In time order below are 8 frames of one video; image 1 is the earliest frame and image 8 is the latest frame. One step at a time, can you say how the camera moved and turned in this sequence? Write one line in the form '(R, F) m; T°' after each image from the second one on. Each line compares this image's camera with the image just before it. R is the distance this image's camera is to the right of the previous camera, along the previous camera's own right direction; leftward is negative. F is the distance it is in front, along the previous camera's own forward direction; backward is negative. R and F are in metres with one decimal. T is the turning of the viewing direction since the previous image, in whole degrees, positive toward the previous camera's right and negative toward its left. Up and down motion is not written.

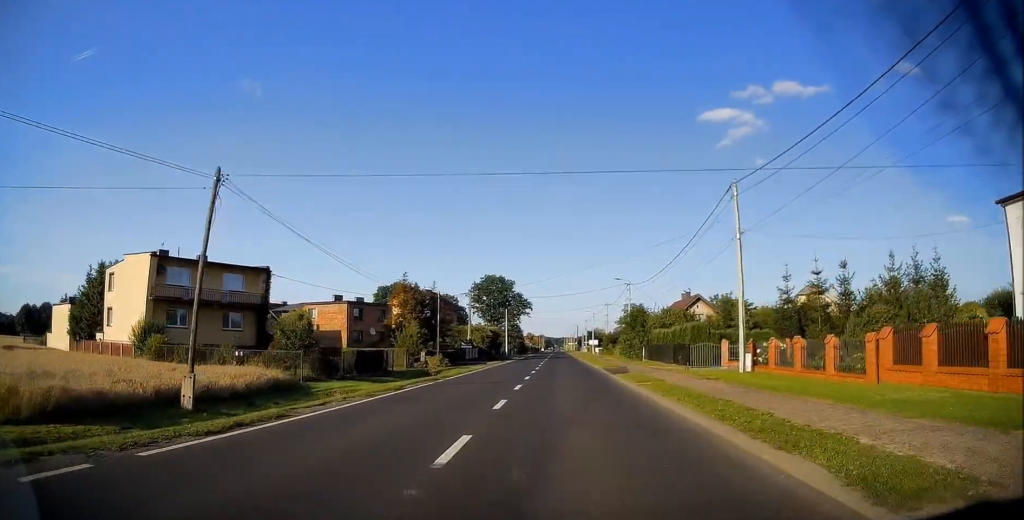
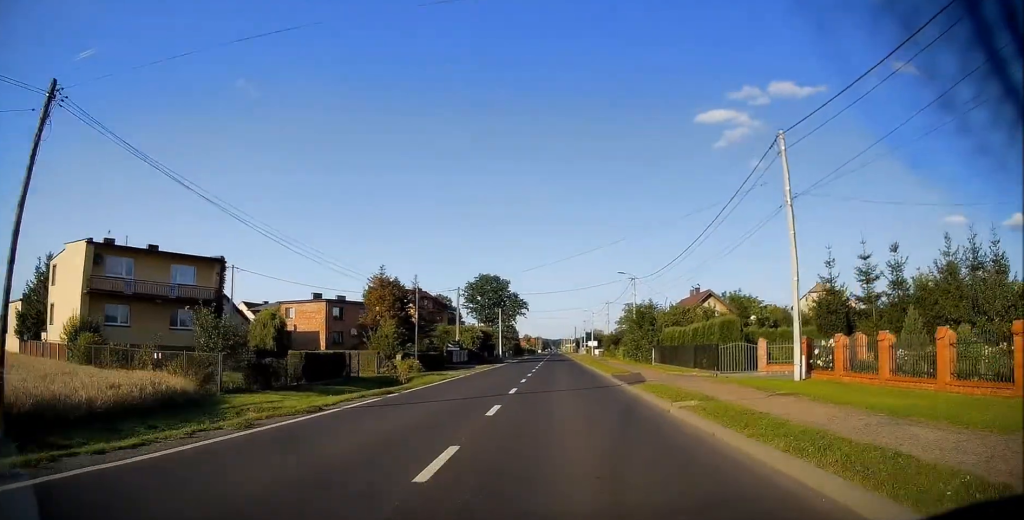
(0.0, +6.7) m; 0°
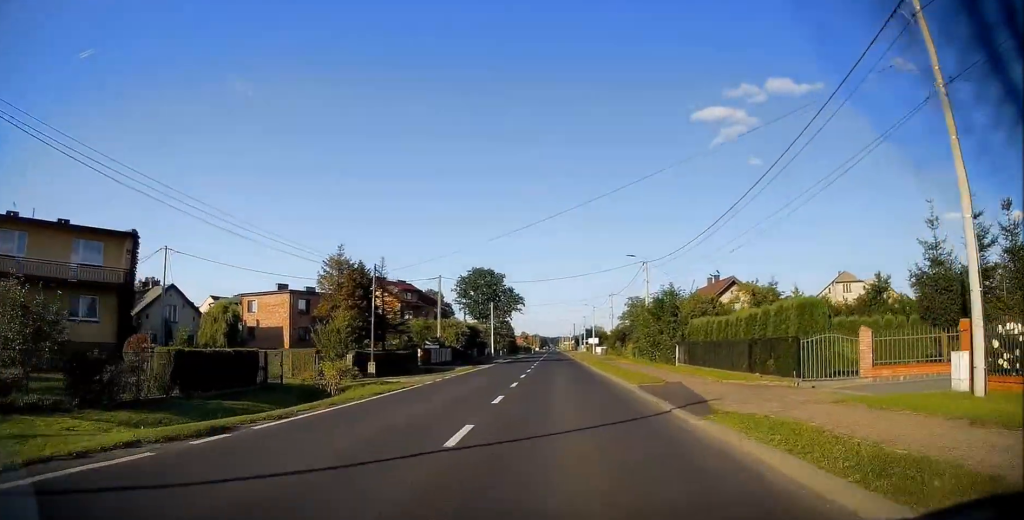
(+0.1, +9.9) m; 0°
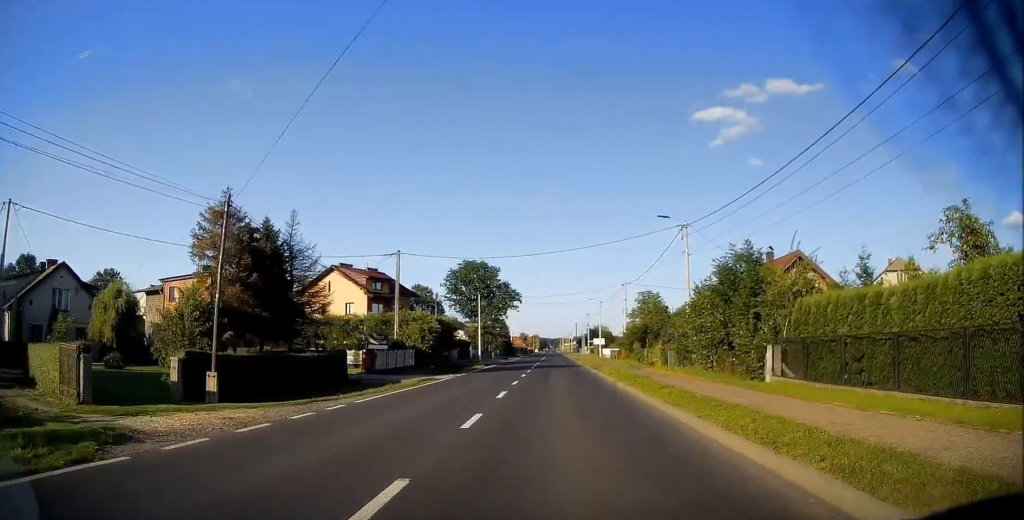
(-0.1, +16.0) m; 0°
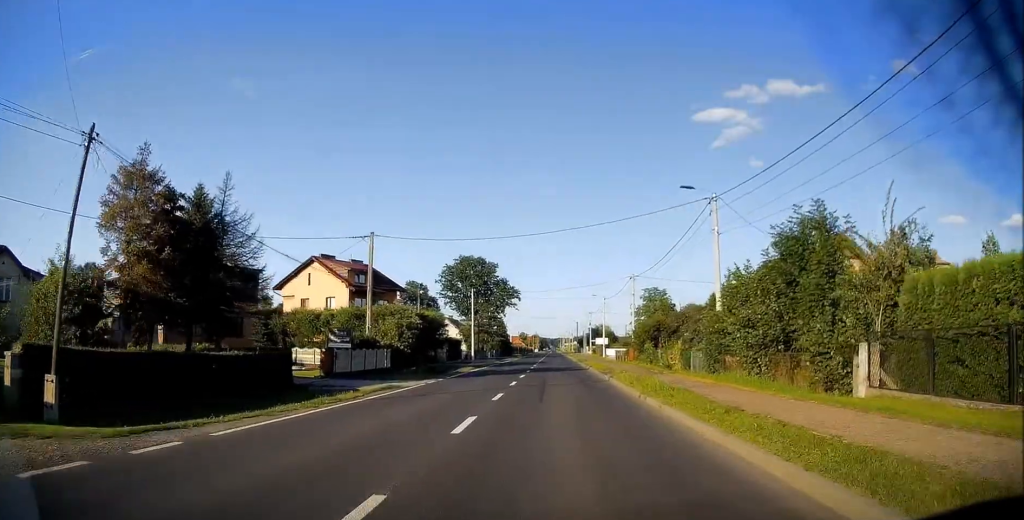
(0.0, +6.7) m; 0°
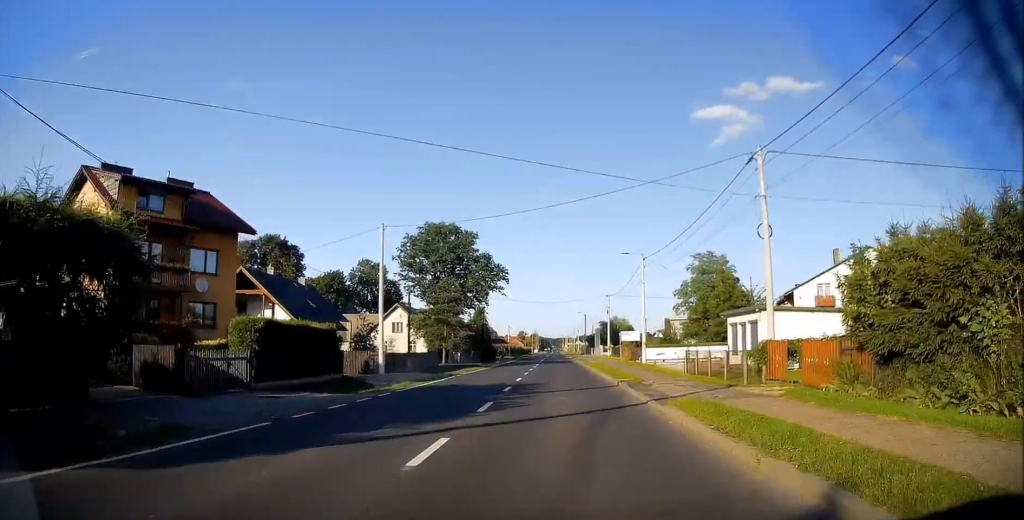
(+0.6, +38.1) m; 0°
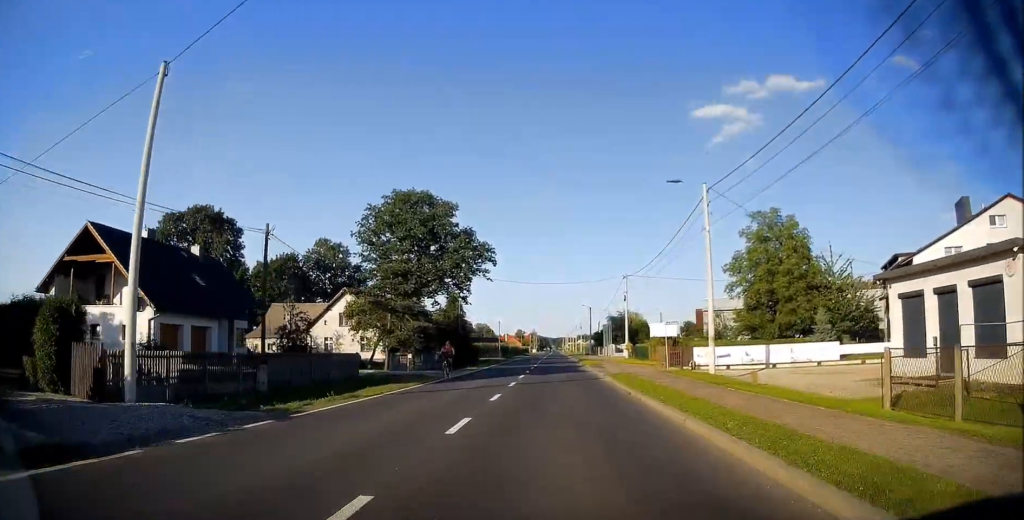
(-0.1, +21.3) m; 0°
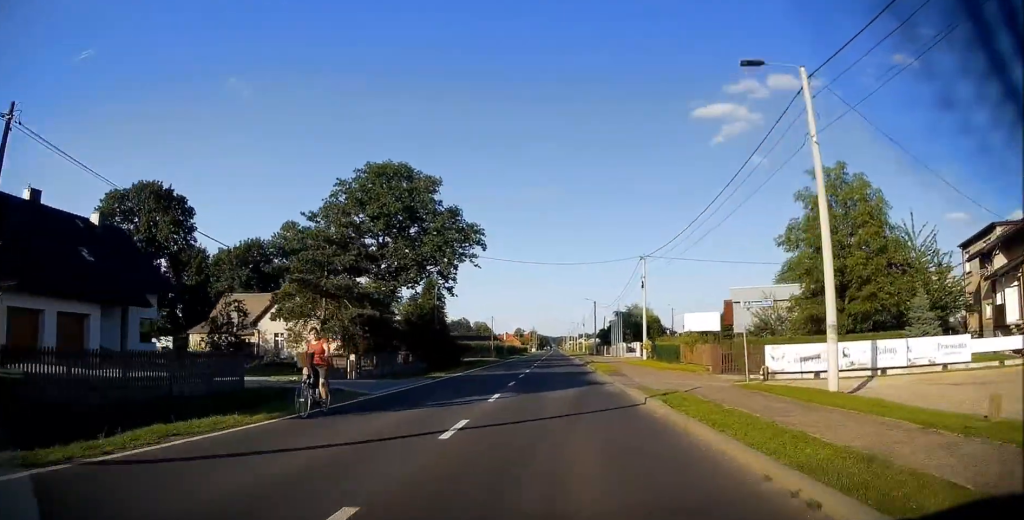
(0.0, +12.7) m; +1°
